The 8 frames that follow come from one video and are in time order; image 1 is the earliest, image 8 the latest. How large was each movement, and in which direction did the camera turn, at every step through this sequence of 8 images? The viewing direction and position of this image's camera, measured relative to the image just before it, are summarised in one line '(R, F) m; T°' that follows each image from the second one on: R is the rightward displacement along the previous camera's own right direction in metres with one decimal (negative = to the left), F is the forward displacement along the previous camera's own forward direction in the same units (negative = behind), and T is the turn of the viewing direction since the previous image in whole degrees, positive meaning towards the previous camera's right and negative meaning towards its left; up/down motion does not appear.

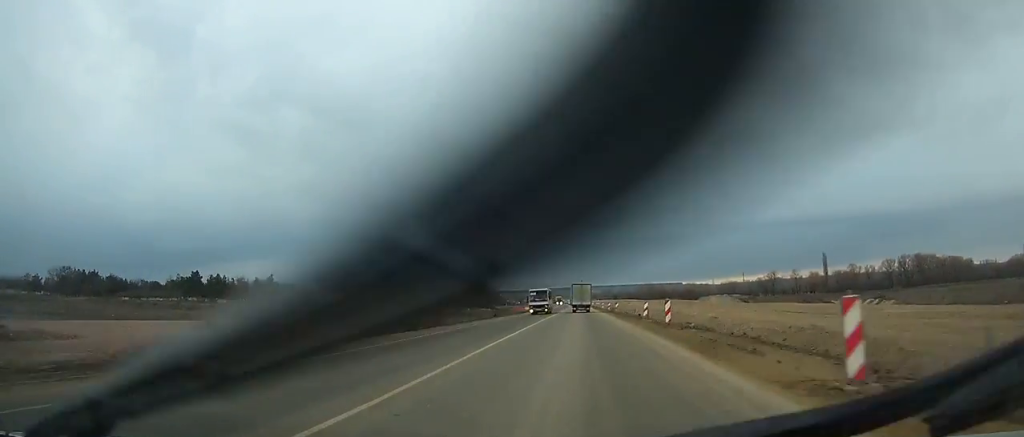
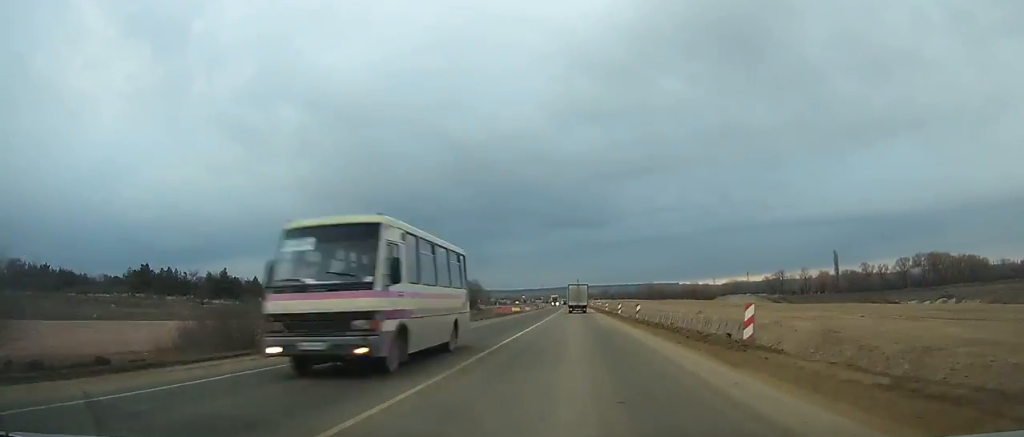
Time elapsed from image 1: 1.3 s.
(0.0, +23.9) m; 0°
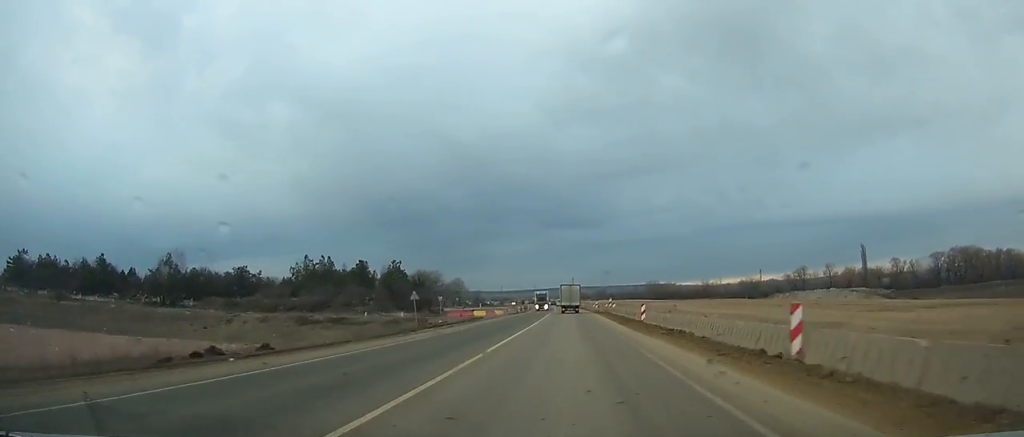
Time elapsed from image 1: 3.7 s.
(-0.2, +44.5) m; 0°
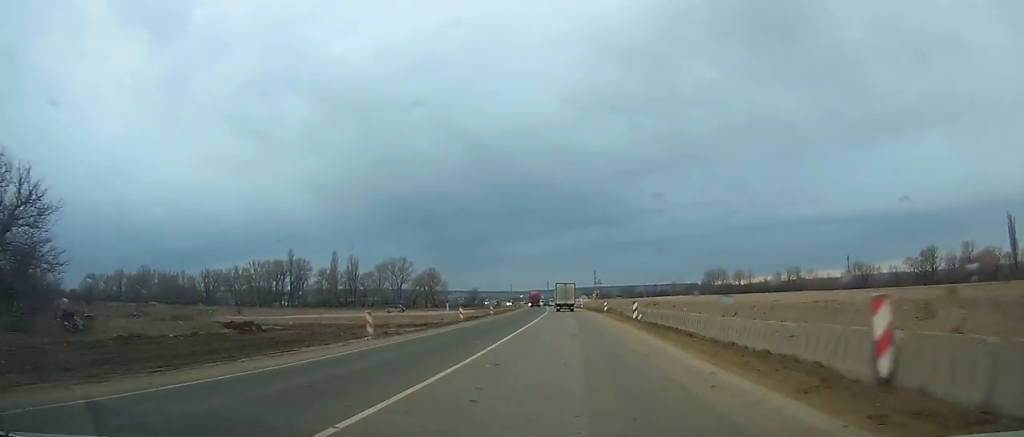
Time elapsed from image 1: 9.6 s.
(-0.5, +110.9) m; -2°
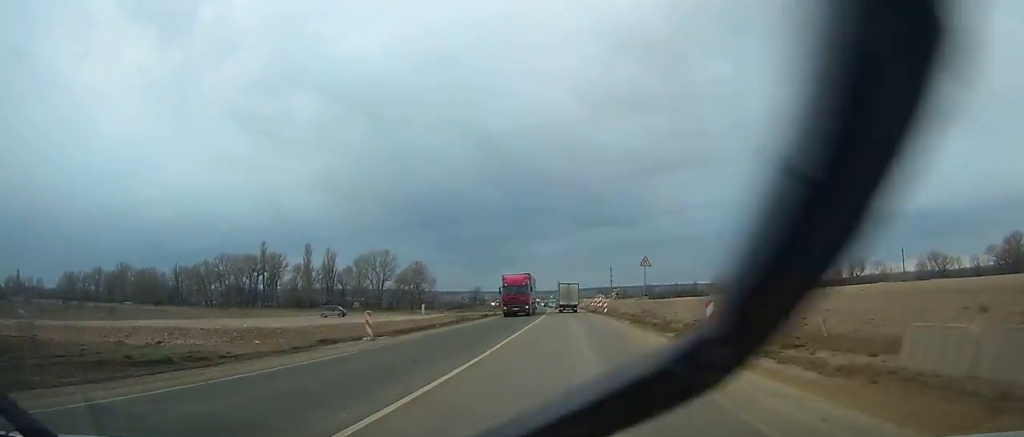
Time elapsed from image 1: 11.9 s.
(-0.7, +42.9) m; -2°
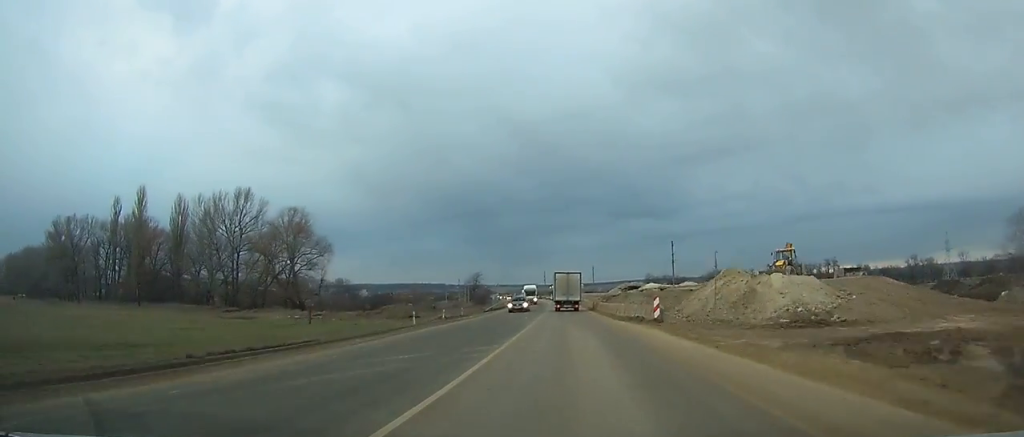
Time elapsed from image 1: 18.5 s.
(-2.2, +116.9) m; -2°
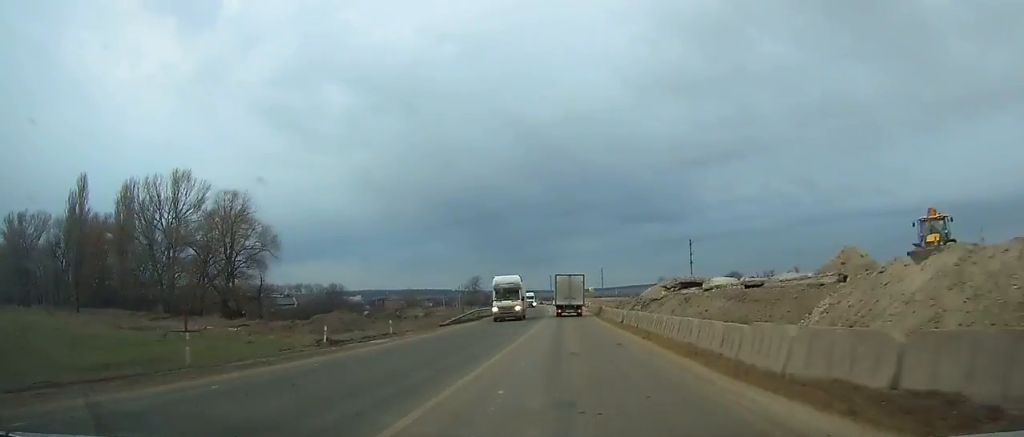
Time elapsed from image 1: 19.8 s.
(-0.3, +21.1) m; 0°
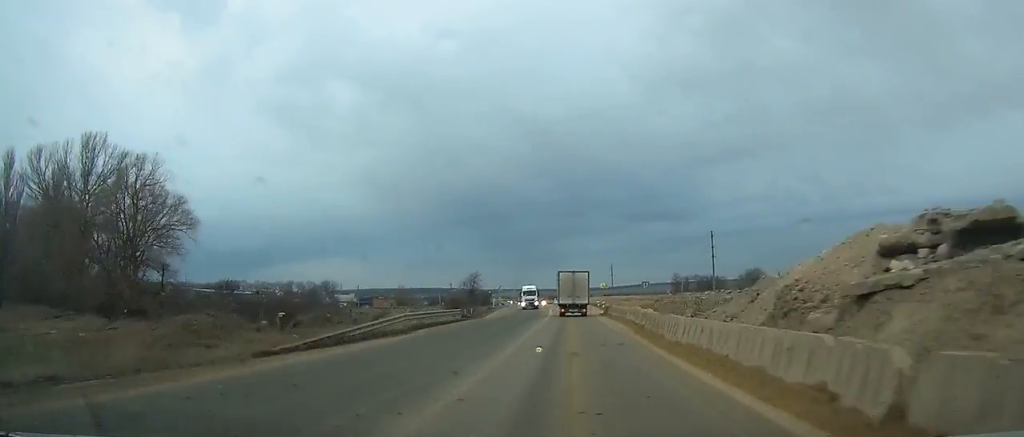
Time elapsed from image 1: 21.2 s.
(-0.1, +22.7) m; 0°
